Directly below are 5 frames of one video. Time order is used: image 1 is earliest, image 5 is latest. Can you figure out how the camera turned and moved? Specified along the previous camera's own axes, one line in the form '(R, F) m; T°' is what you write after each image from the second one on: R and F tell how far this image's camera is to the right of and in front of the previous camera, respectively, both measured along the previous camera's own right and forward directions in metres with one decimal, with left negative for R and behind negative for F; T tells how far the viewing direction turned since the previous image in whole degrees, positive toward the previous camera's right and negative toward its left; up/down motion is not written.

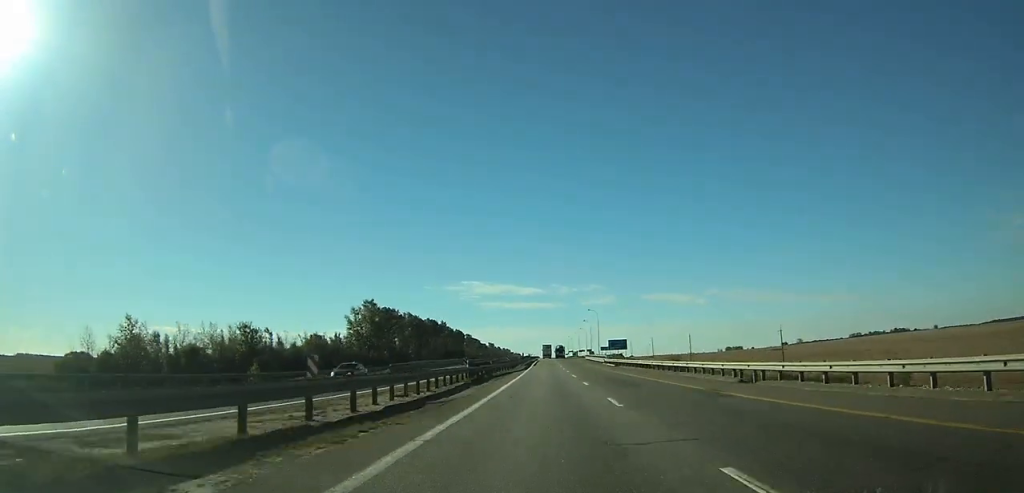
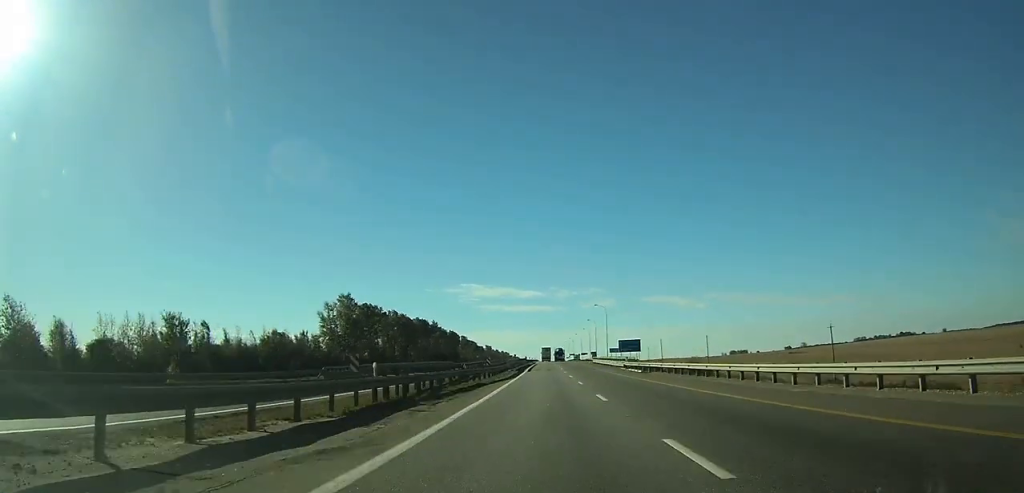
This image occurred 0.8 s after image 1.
(0.0, +20.4) m; 0°
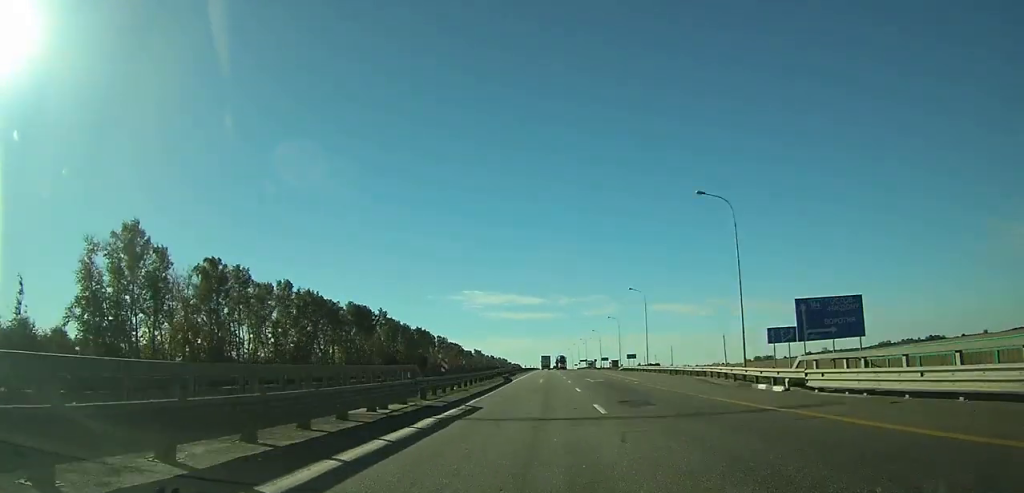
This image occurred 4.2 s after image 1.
(0.0, +90.9) m; 0°
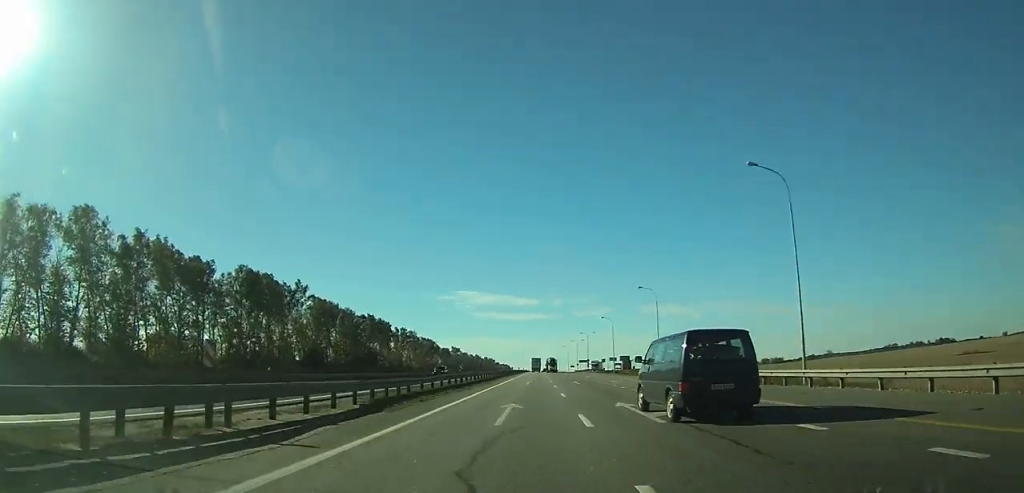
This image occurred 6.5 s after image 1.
(0.0, +58.5) m; 0°
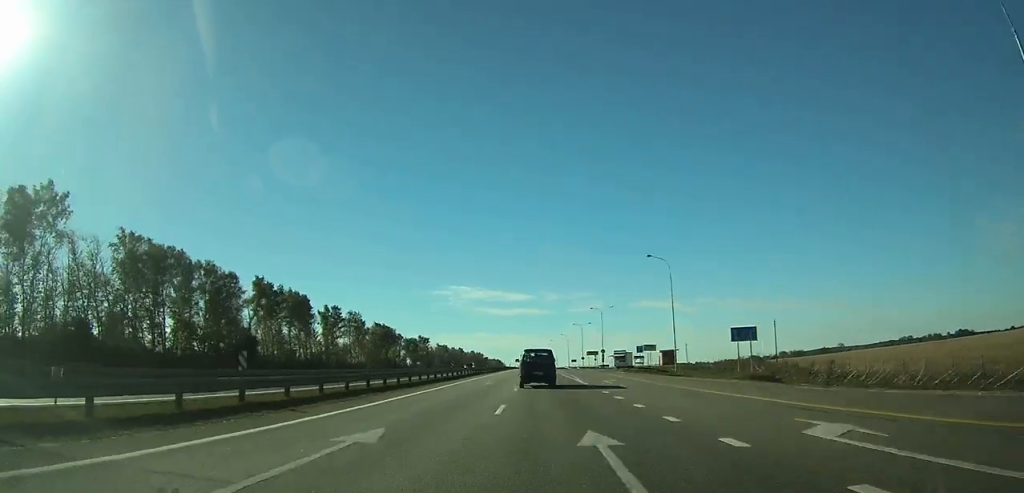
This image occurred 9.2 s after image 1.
(+0.5, +66.6) m; 0°
